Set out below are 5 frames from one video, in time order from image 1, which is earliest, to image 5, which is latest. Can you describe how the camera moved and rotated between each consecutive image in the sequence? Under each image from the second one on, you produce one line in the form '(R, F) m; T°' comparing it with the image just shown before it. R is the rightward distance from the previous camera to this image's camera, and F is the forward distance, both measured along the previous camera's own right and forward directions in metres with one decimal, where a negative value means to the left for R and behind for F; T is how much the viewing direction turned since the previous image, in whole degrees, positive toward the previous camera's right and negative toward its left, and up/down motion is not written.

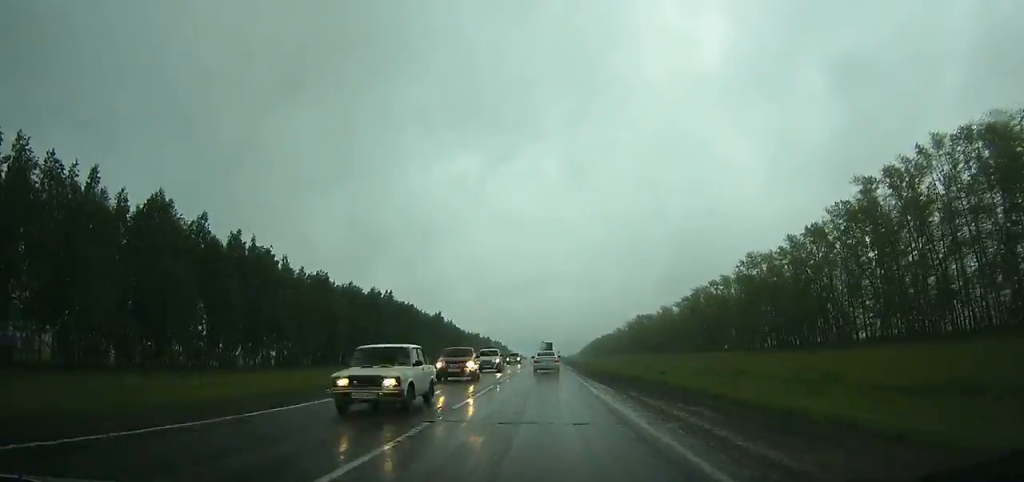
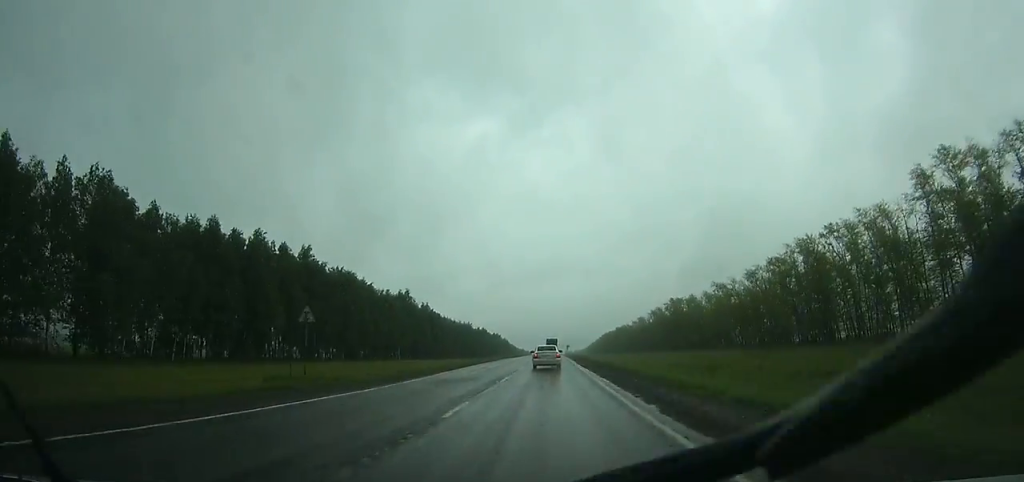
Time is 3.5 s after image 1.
(-0.1, +68.3) m; 0°
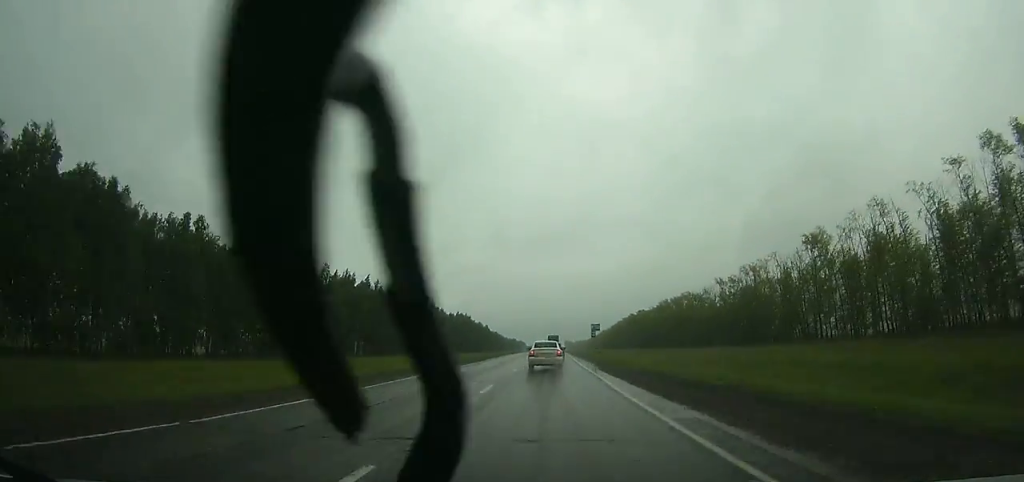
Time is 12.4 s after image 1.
(+0.4, +172.3) m; 0°
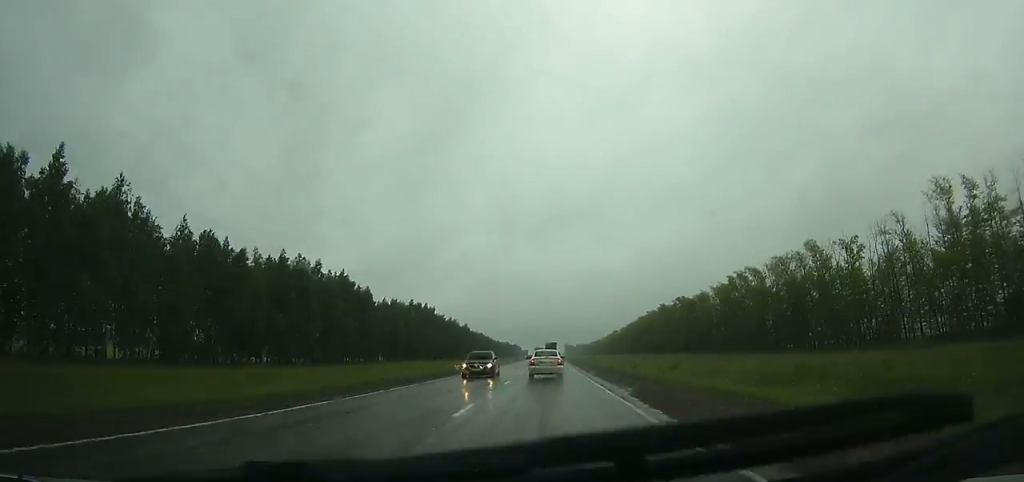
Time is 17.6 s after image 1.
(-0.1, +99.6) m; 0°
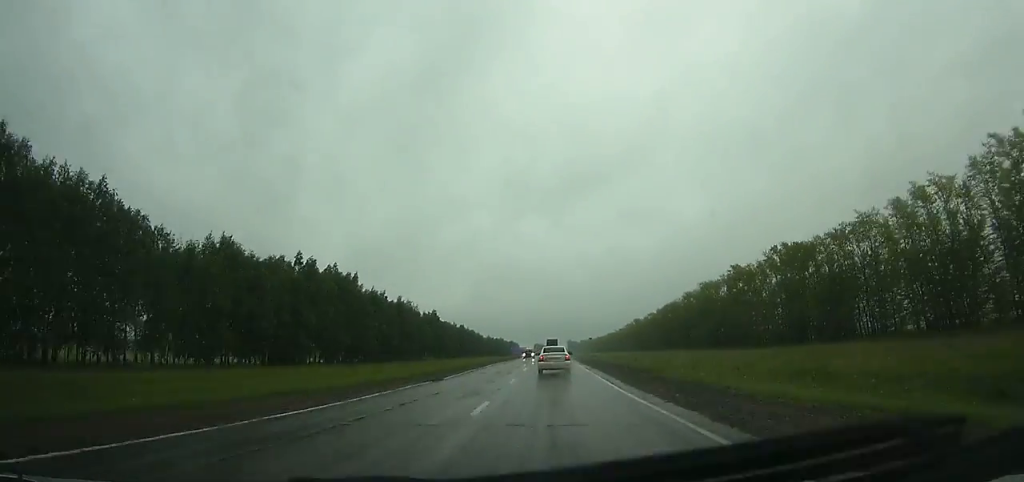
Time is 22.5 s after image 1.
(-0.2, +94.1) m; 0°
